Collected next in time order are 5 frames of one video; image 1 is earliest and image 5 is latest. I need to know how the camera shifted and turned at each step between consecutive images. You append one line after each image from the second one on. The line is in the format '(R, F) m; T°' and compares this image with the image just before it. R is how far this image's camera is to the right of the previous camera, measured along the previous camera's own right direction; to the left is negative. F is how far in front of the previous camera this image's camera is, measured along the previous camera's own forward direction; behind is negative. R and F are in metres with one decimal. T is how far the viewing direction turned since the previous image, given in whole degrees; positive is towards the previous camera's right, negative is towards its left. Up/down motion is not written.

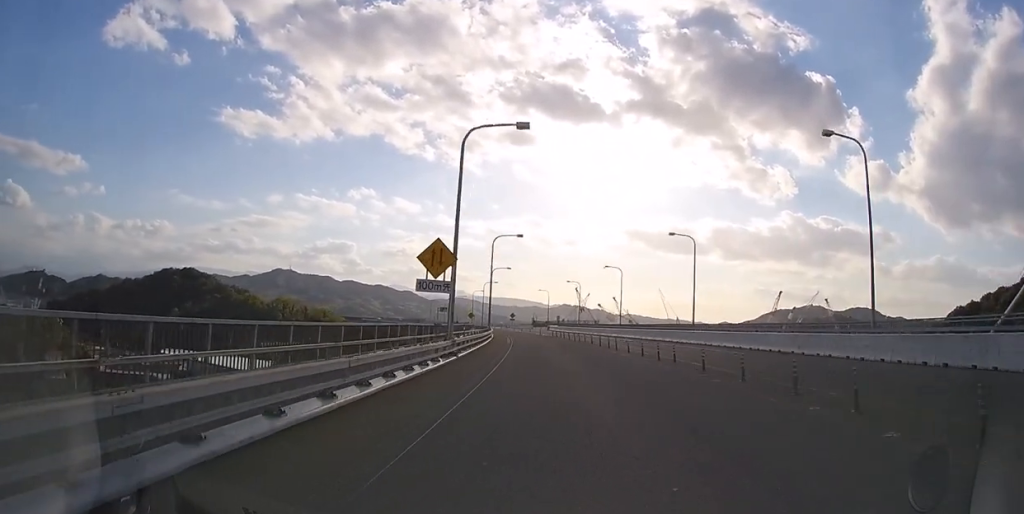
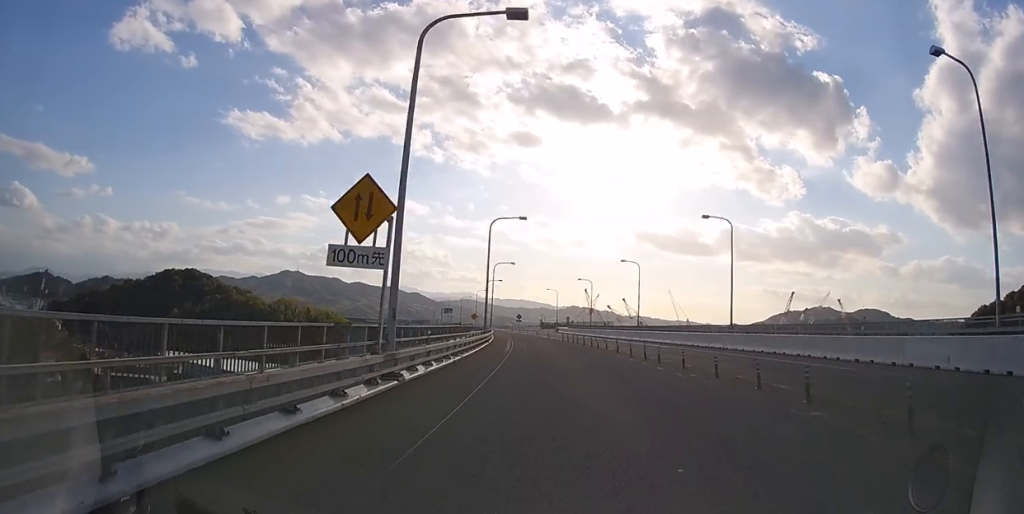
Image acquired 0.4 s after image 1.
(-0.1, +8.5) m; -1°
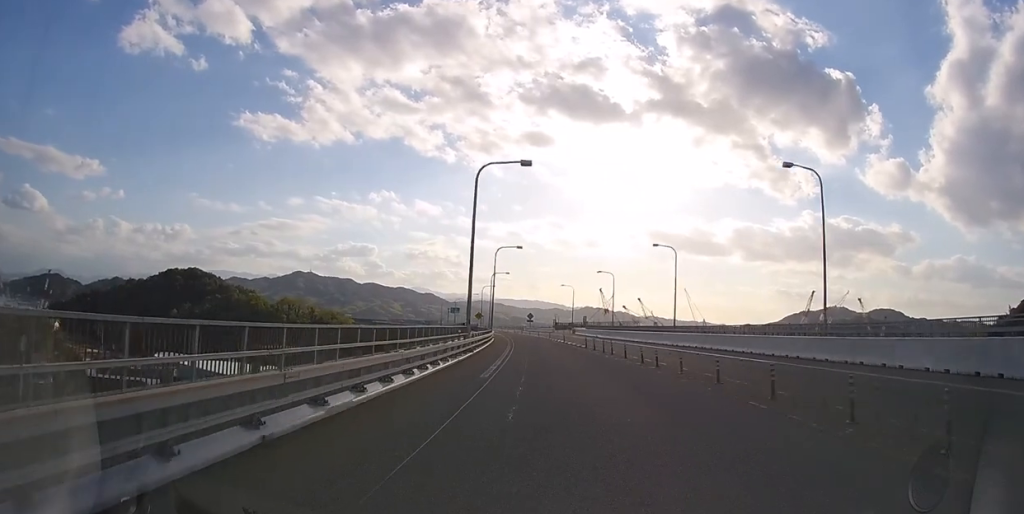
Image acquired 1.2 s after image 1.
(-0.3, +14.3) m; -2°
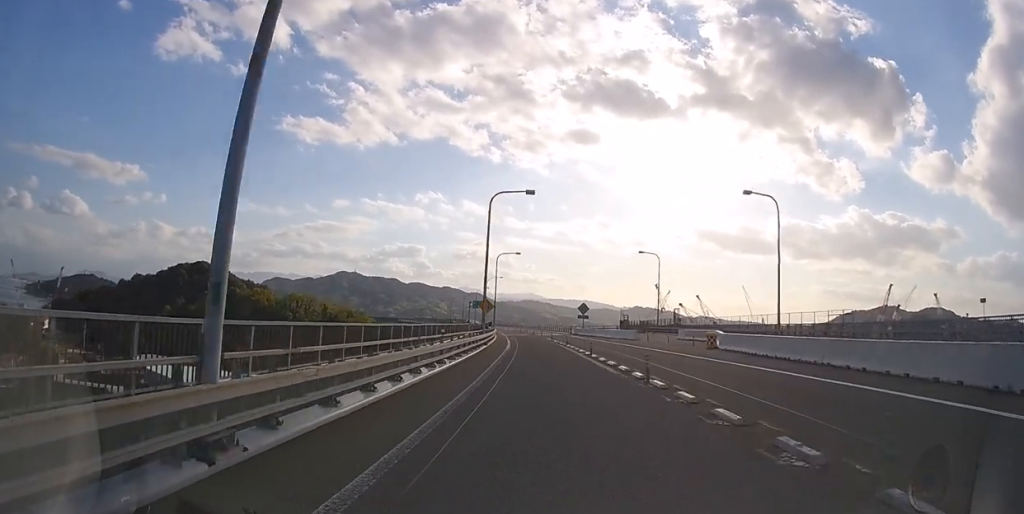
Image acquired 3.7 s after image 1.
(-2.5, +48.8) m; -6°
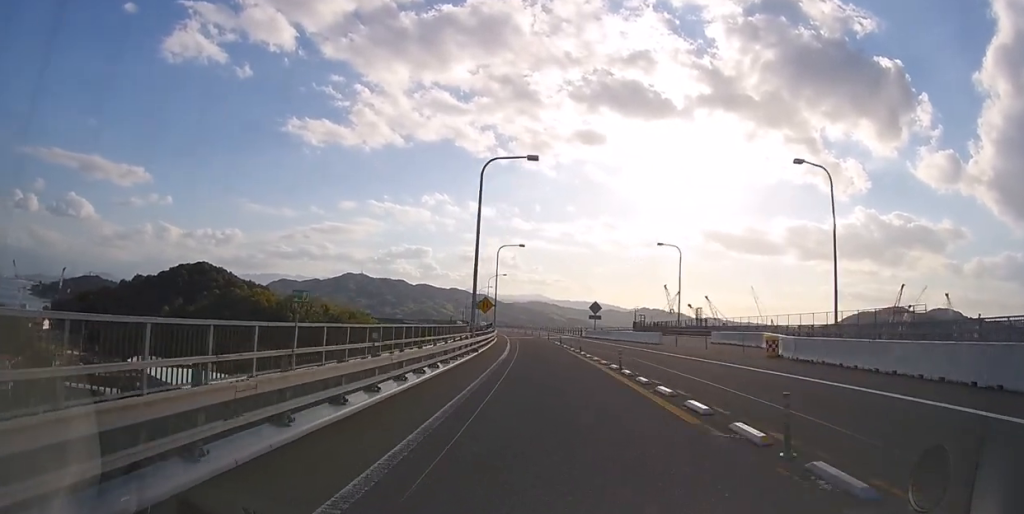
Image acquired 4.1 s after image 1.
(-0.1, +7.6) m; -1°
